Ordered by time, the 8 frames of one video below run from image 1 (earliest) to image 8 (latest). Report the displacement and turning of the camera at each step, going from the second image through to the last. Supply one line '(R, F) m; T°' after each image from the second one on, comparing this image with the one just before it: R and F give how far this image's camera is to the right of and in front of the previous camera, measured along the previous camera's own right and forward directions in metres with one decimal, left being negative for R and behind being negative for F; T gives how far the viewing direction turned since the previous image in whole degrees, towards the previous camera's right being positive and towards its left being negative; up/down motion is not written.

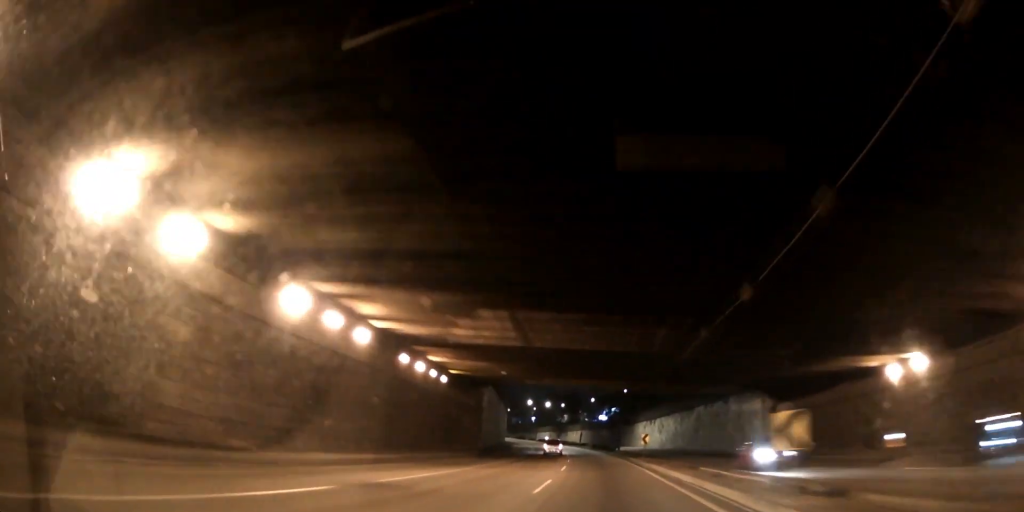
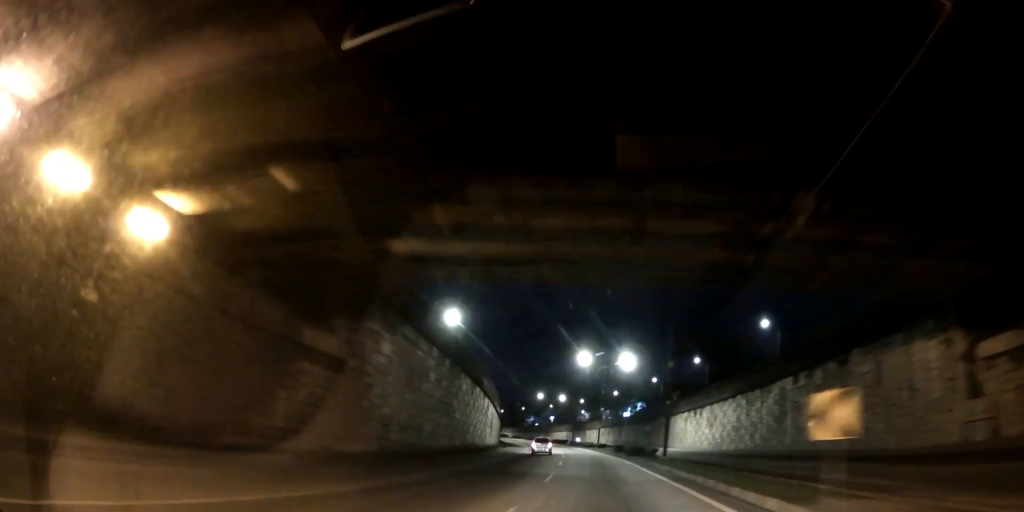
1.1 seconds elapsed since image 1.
(-0.5, +30.0) m; -2°
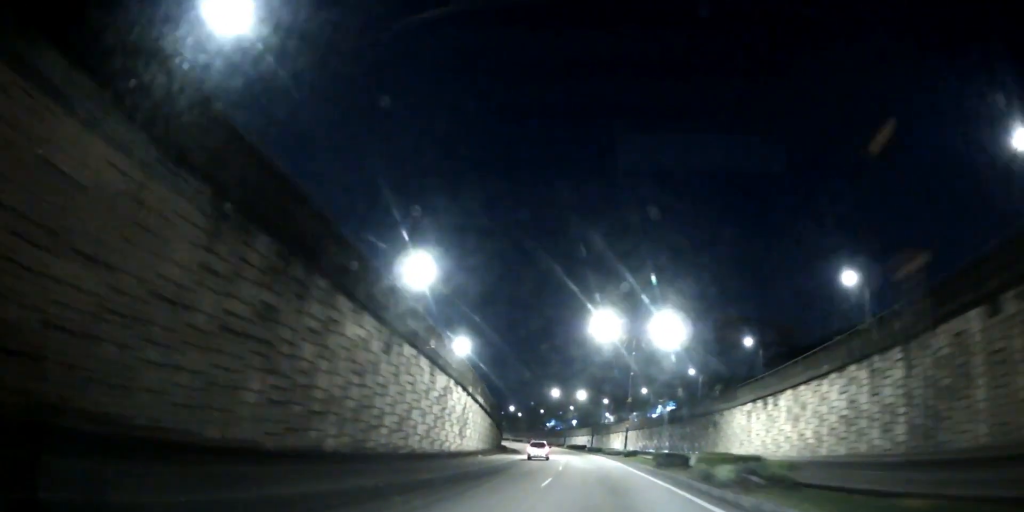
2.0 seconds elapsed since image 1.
(-0.3, +23.5) m; -2°
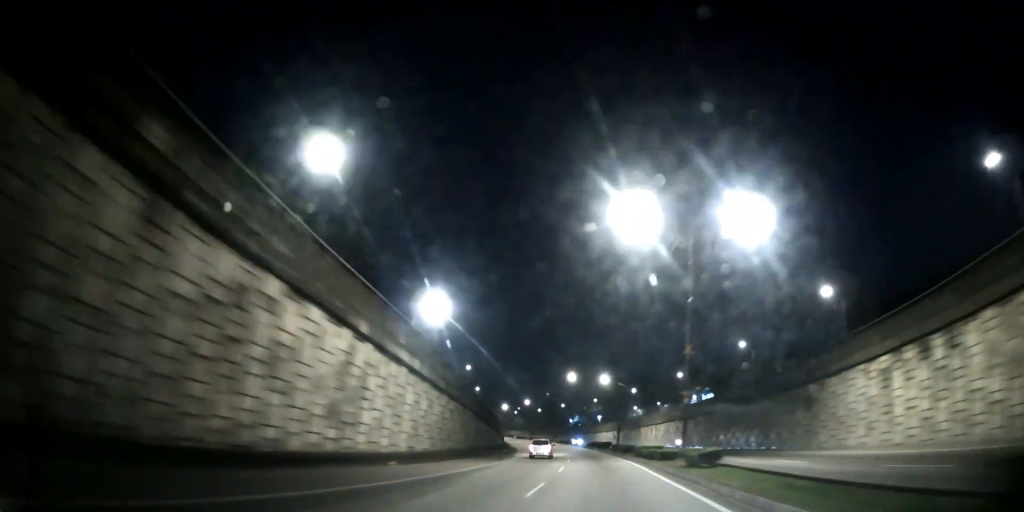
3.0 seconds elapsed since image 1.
(-0.6, +25.8) m; -5°
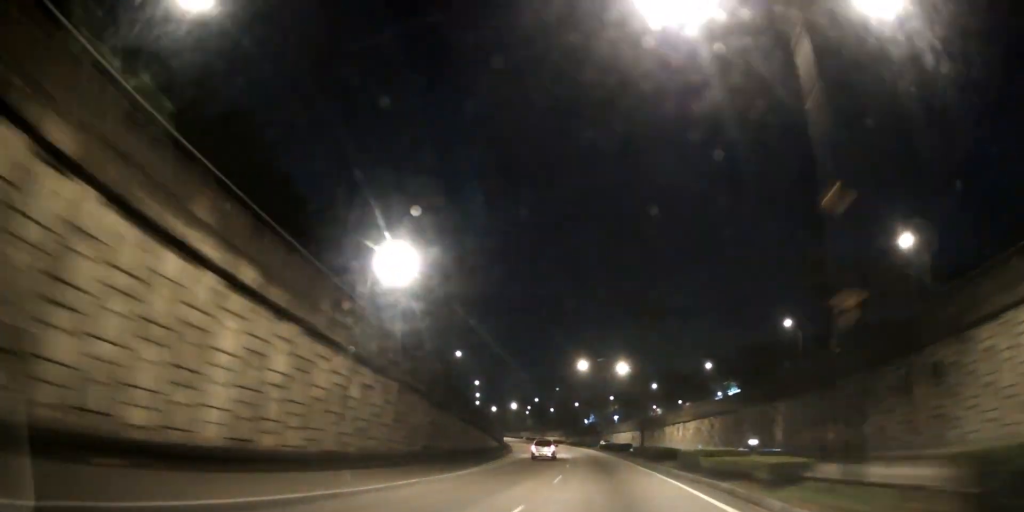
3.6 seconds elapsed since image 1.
(-1.2, +16.3) m; -3°
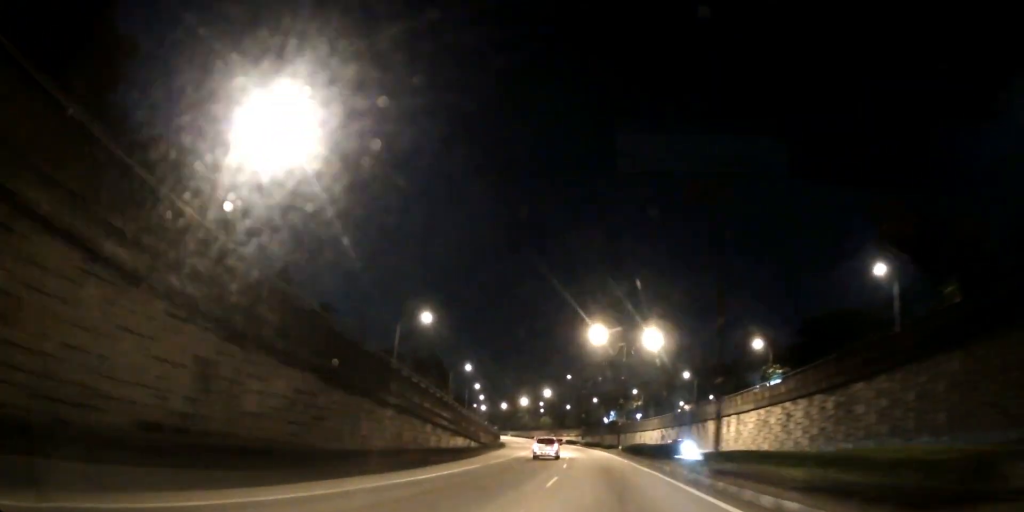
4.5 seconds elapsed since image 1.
(-0.7, +23.8) m; -3°
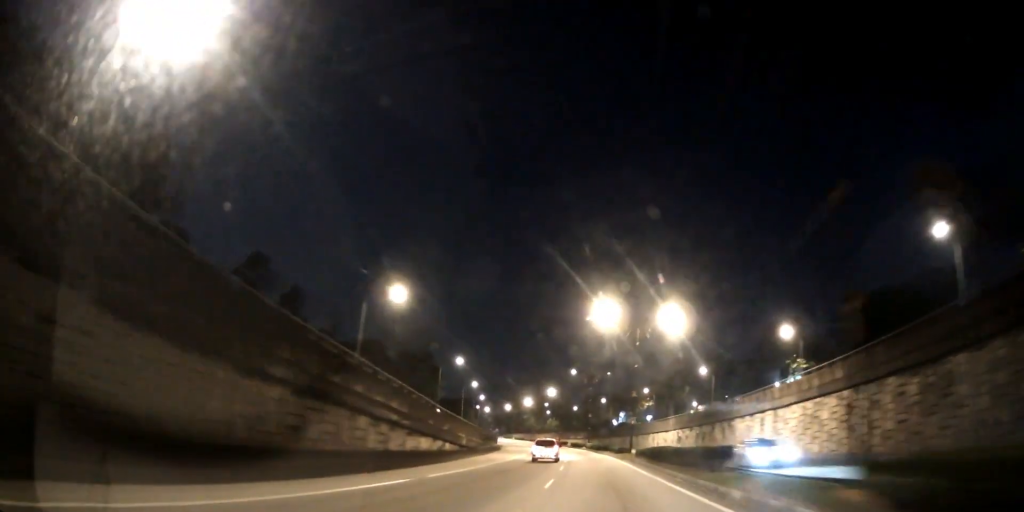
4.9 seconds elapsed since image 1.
(+0.3, +10.9) m; -1°
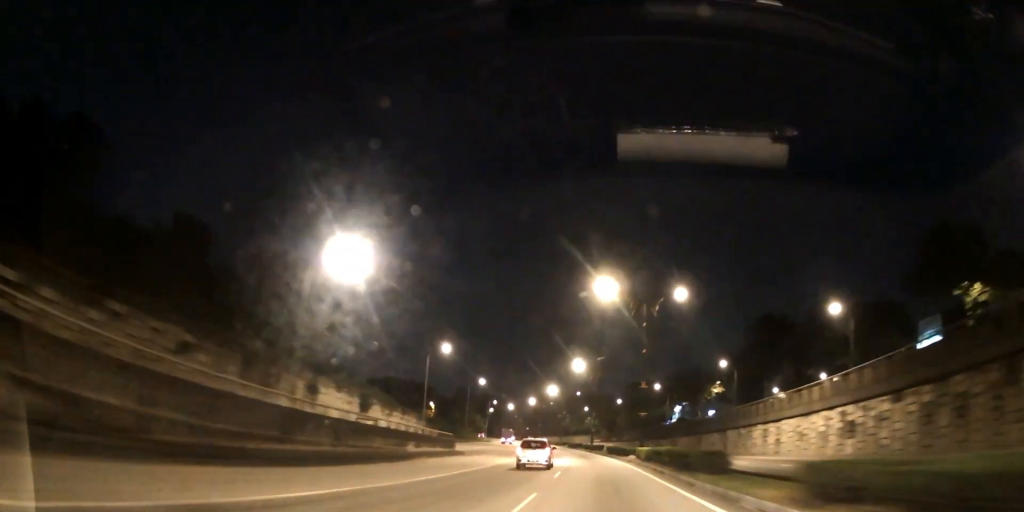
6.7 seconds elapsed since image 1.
(-3.3, +49.8) m; -6°
